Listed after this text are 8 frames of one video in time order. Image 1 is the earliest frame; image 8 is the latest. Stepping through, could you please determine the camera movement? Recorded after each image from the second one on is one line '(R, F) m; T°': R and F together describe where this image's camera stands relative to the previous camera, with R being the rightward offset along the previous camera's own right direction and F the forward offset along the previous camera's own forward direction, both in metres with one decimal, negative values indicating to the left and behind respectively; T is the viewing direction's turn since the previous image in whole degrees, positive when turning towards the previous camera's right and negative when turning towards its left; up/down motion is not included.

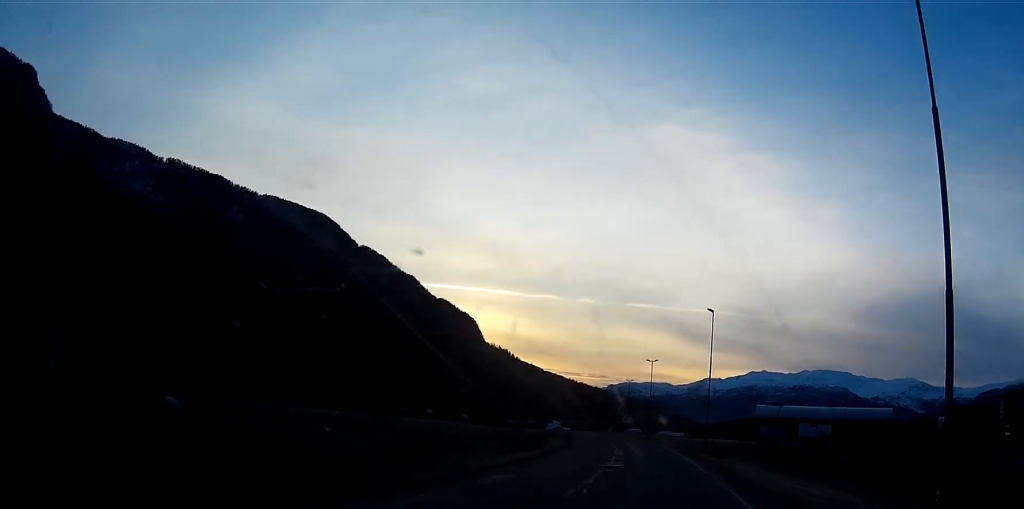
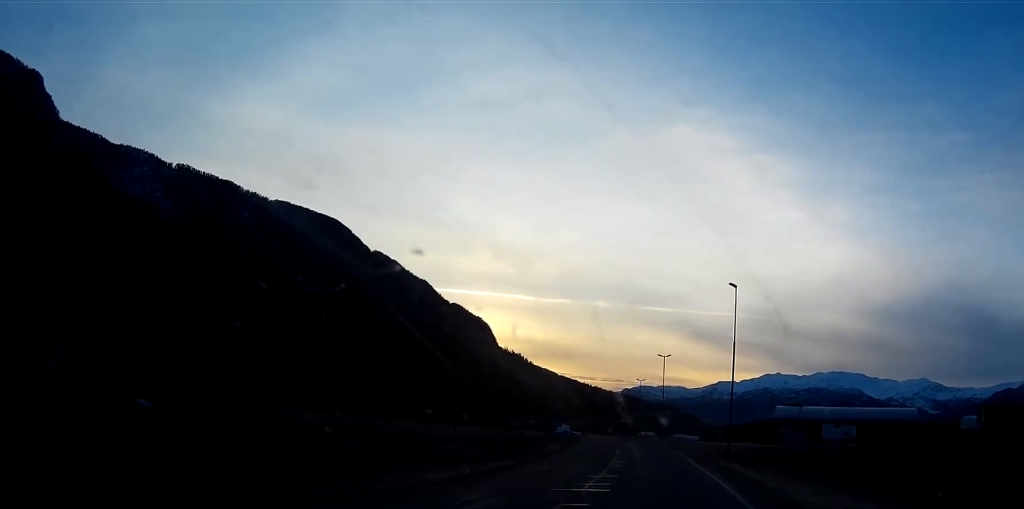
(-0.1, +10.3) m; -1°
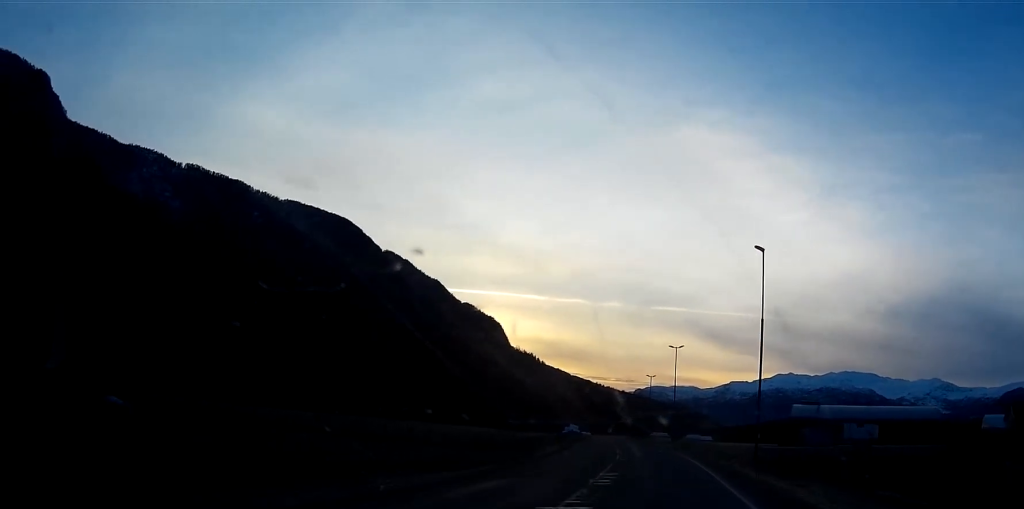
(0.0, +9.0) m; -1°
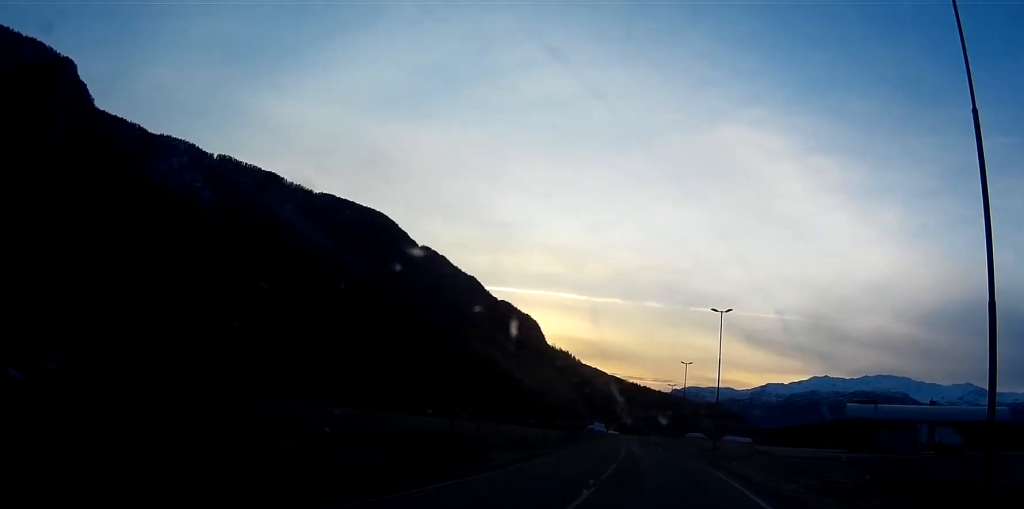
(-0.8, +24.7) m; -3°
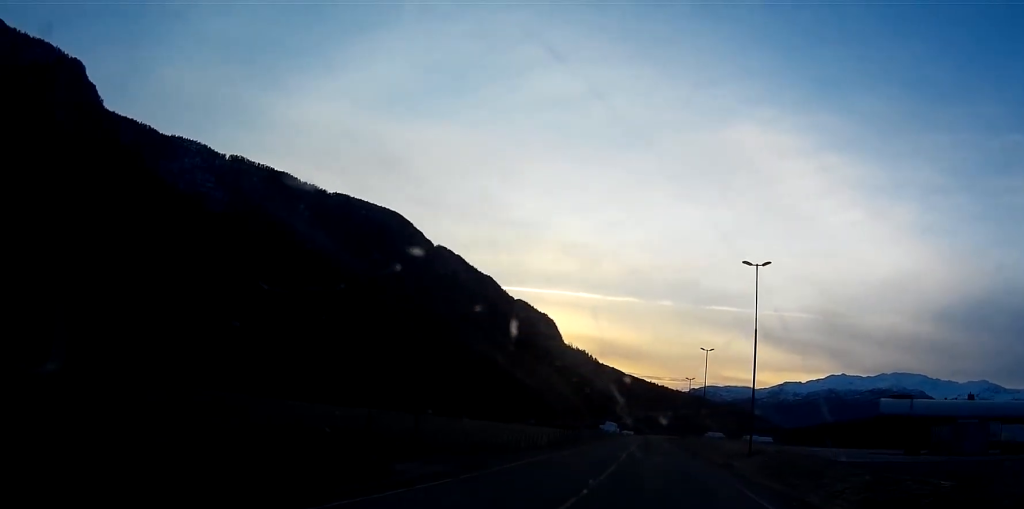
(-0.2, +14.8) m; -1°
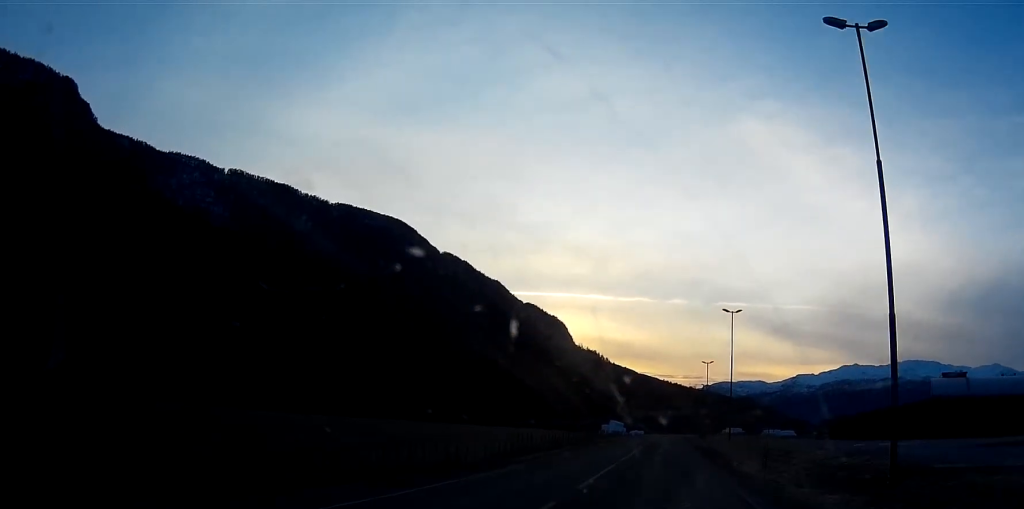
(-0.2, +24.7) m; -1°
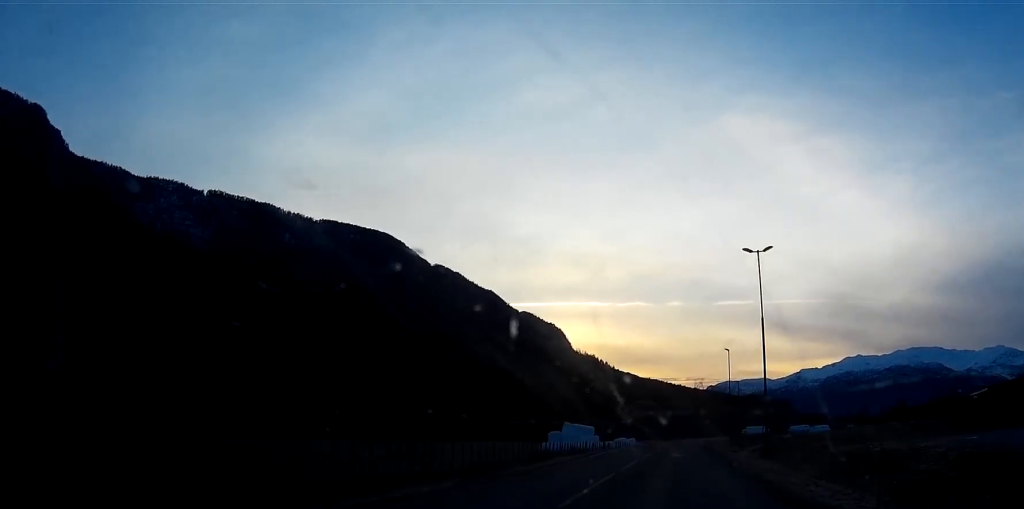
(0.0, +63.7) m; 0°
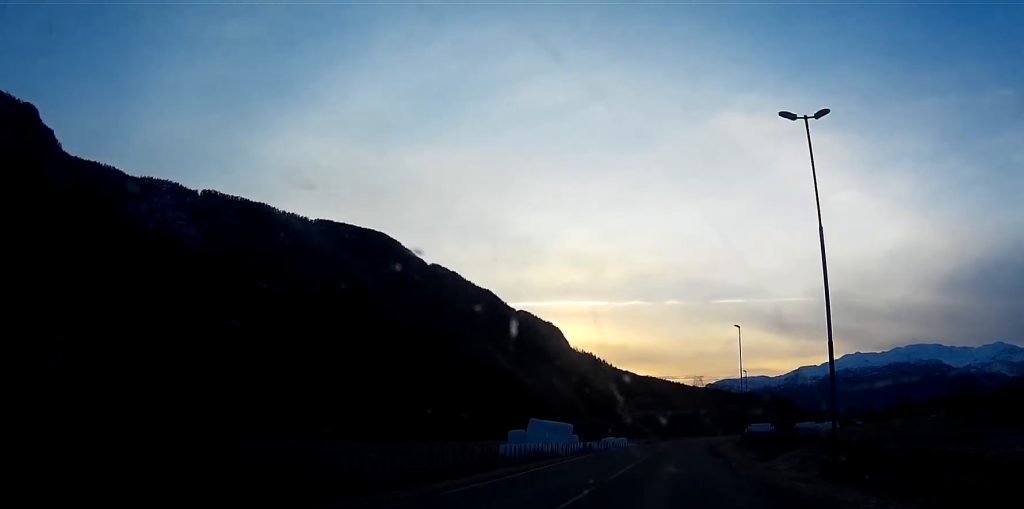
(+0.1, +17.3) m; 0°
